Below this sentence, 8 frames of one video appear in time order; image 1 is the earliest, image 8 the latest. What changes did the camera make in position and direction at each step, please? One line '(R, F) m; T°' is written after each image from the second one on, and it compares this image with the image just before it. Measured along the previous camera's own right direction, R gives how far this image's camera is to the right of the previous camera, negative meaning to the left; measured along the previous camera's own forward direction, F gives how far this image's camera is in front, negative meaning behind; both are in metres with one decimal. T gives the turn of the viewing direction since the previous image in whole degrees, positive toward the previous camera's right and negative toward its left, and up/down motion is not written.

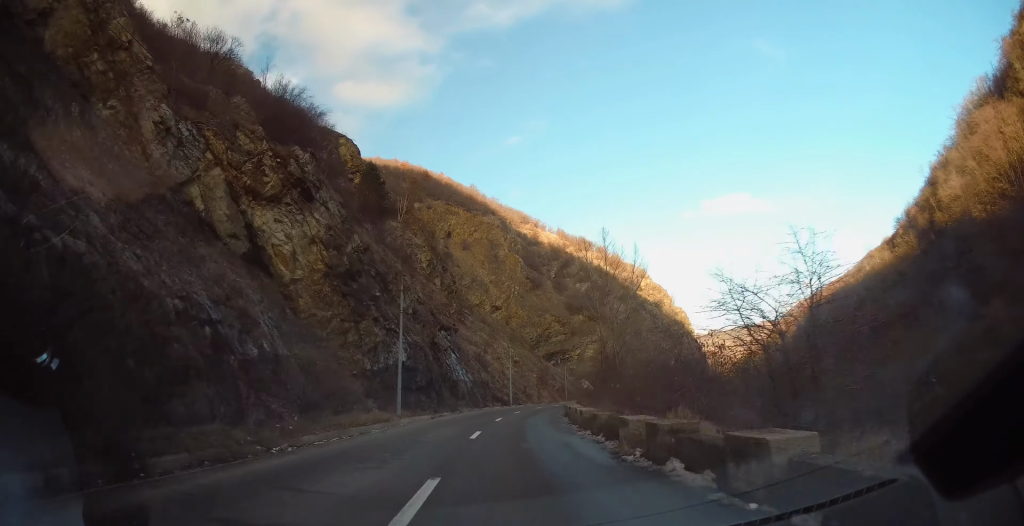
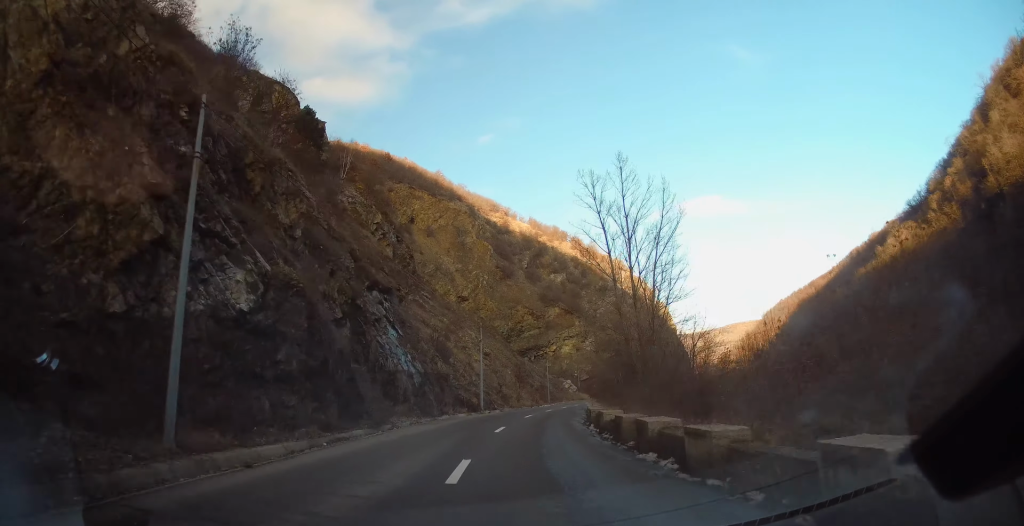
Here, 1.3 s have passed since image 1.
(+1.1, +19.7) m; +5°
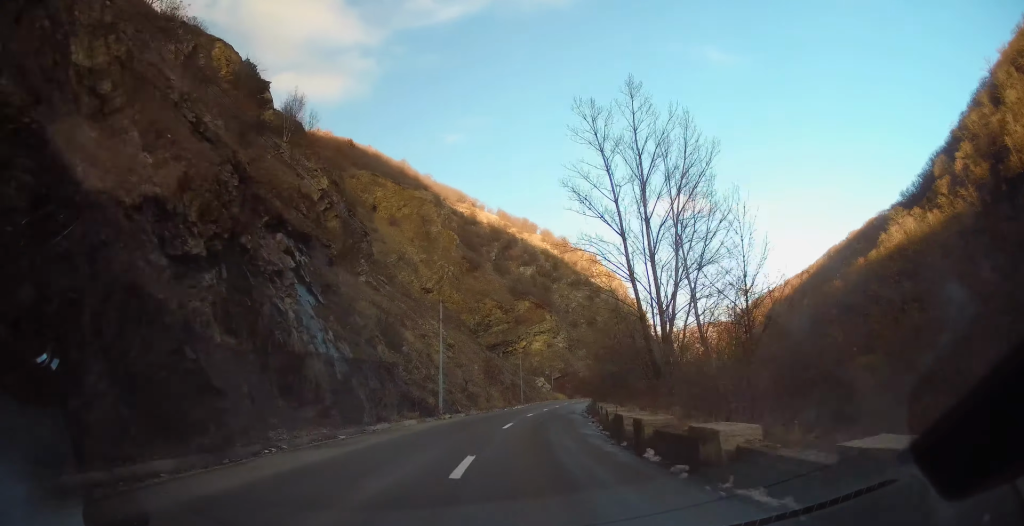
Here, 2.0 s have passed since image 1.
(+0.2, +11.1) m; +2°
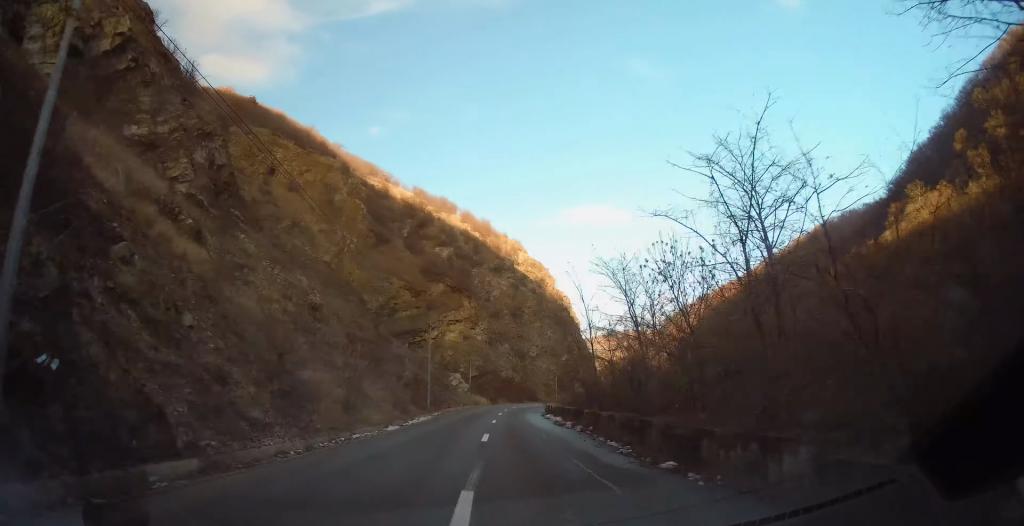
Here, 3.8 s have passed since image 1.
(+1.7, +27.1) m; +8°
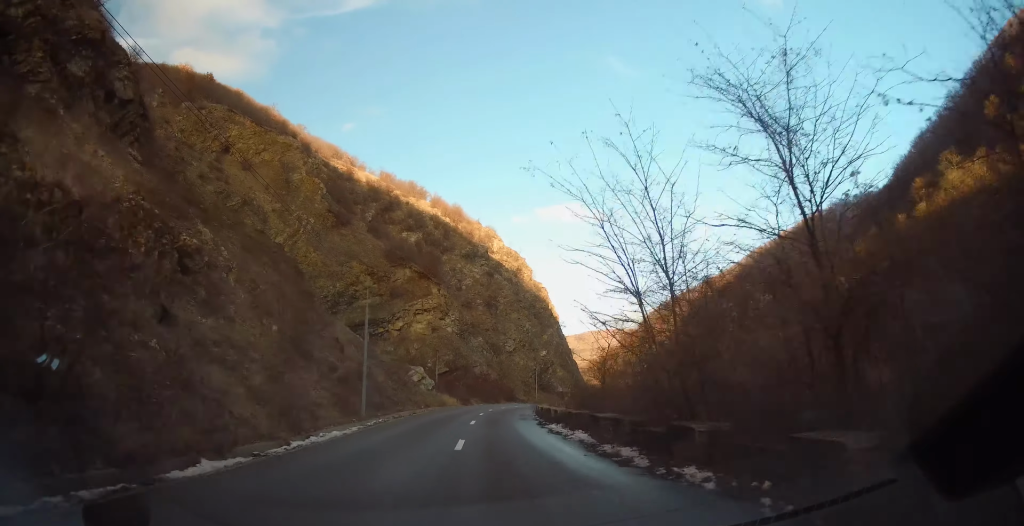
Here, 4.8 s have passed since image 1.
(+0.5, +14.6) m; +2°
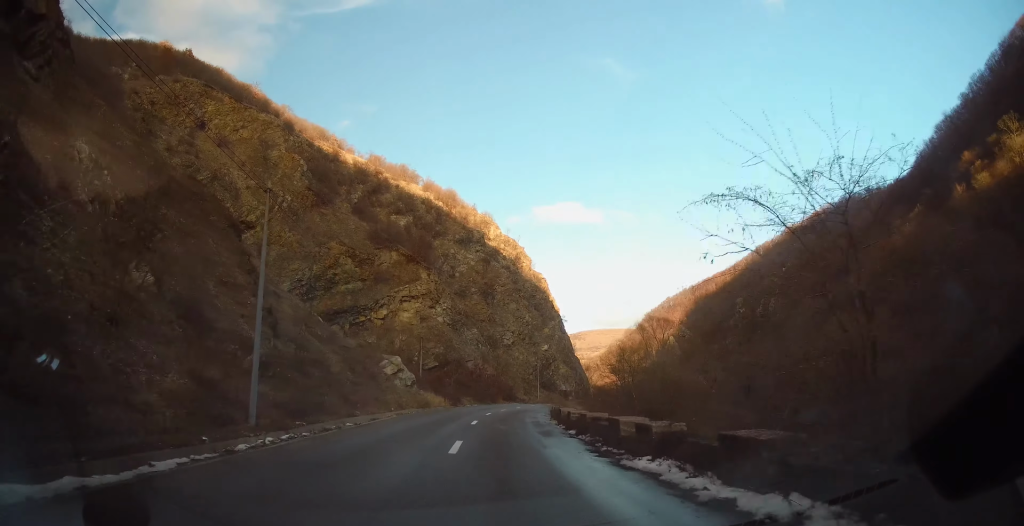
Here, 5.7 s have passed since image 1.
(-0.1, +13.1) m; 0°
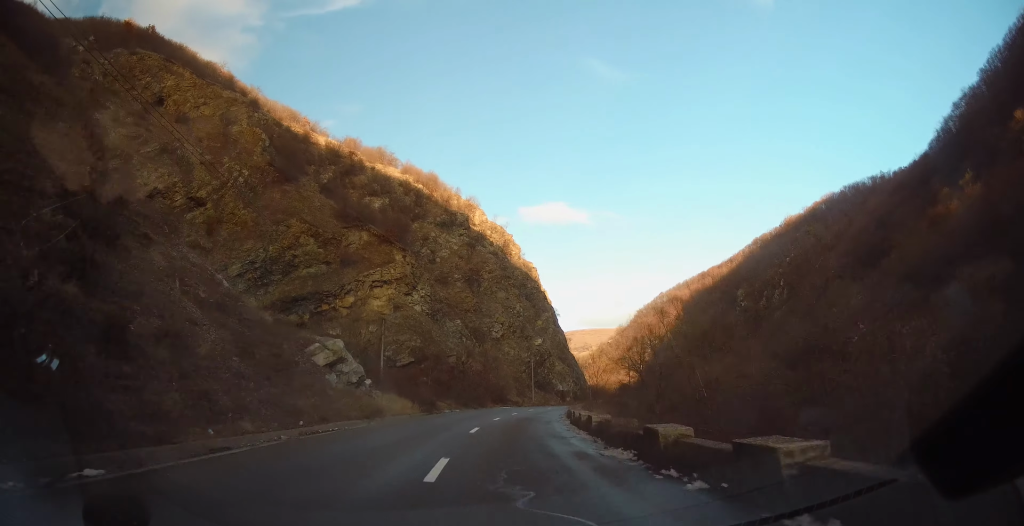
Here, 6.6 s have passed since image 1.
(+0.2, +14.6) m; +3°
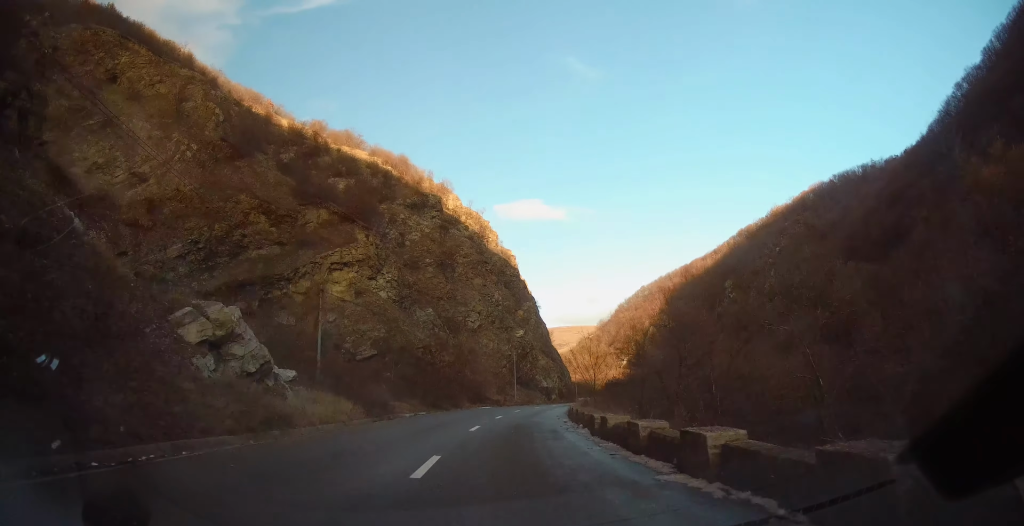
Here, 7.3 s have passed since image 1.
(+0.4, +10.5) m; +3°
